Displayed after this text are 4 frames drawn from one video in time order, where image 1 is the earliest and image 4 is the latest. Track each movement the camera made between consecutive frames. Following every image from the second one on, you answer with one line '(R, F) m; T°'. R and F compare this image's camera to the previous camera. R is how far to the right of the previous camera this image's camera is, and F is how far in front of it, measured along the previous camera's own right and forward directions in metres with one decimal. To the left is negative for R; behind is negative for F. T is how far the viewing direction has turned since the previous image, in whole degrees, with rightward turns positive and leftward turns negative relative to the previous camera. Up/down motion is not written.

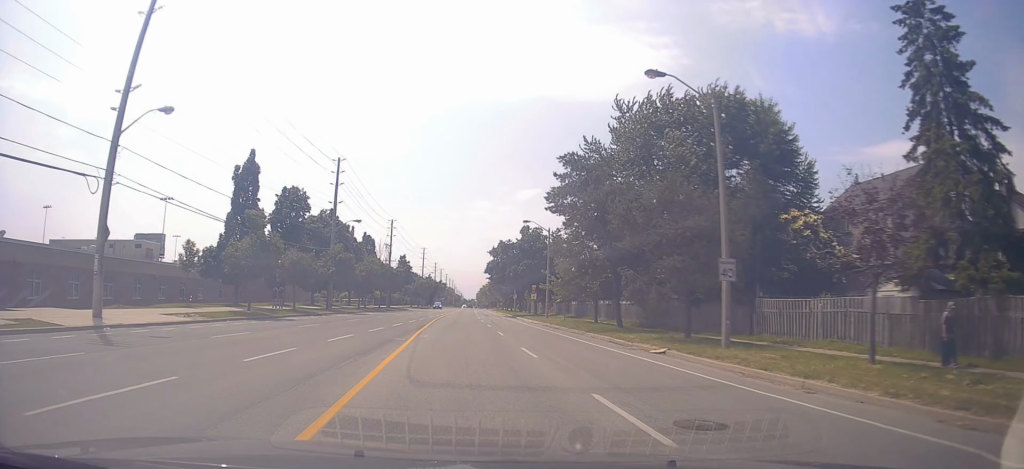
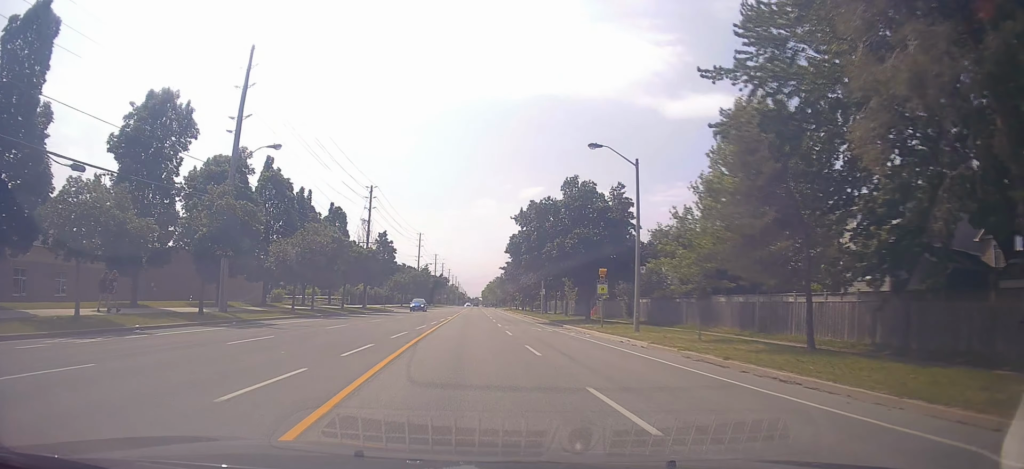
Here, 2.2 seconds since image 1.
(+0.3, +27.0) m; 0°
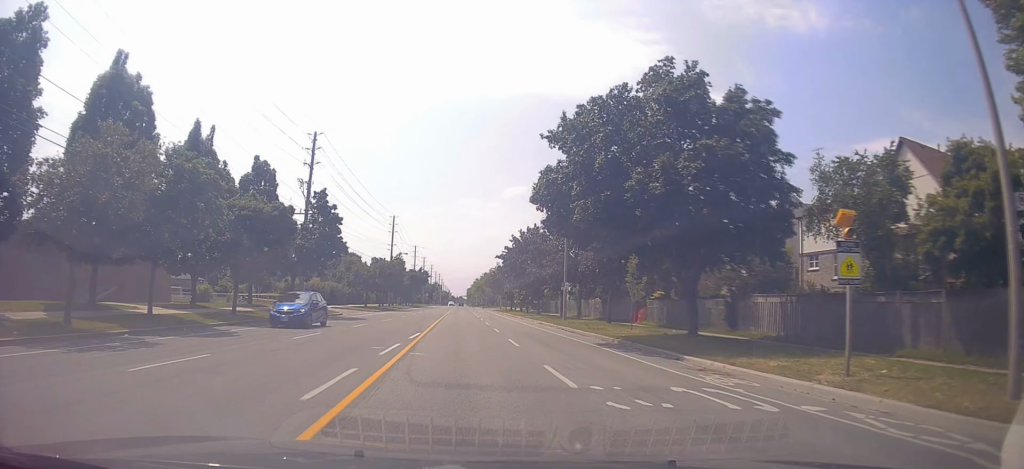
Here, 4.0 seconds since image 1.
(+0.8, +23.0) m; +2°
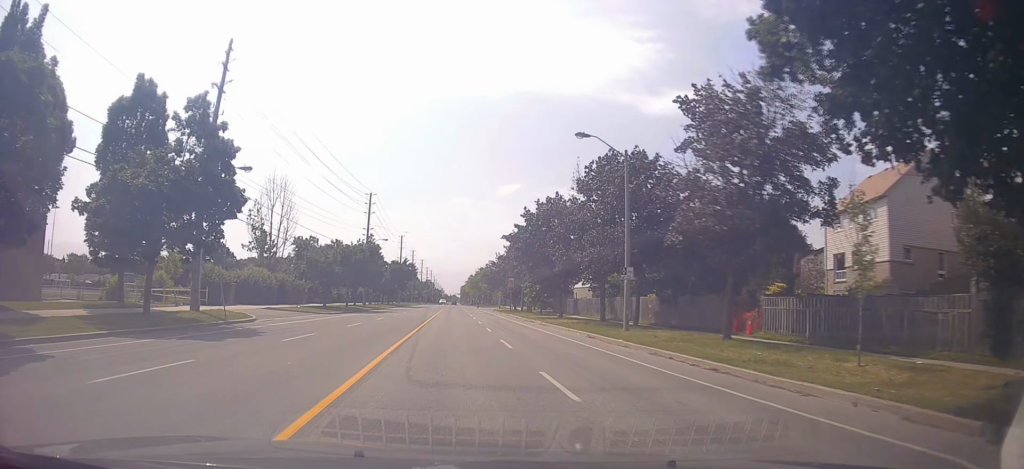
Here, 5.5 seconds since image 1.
(-0.8, +19.0) m; -1°
